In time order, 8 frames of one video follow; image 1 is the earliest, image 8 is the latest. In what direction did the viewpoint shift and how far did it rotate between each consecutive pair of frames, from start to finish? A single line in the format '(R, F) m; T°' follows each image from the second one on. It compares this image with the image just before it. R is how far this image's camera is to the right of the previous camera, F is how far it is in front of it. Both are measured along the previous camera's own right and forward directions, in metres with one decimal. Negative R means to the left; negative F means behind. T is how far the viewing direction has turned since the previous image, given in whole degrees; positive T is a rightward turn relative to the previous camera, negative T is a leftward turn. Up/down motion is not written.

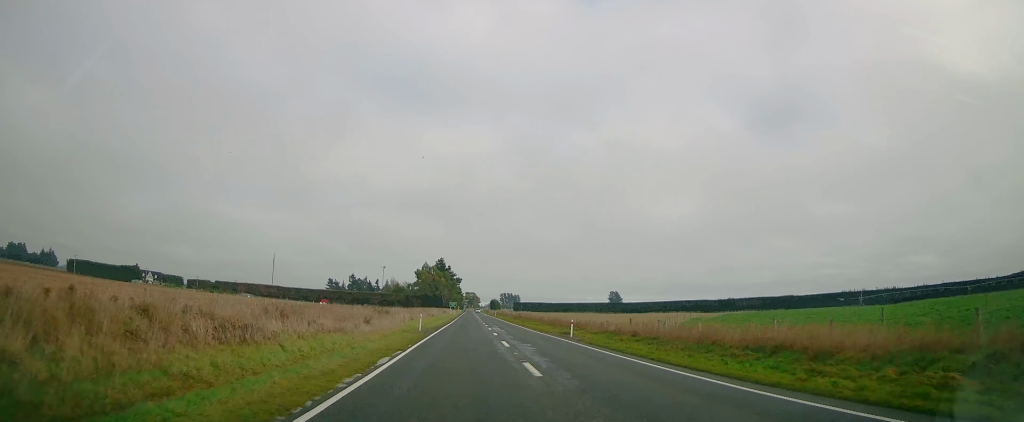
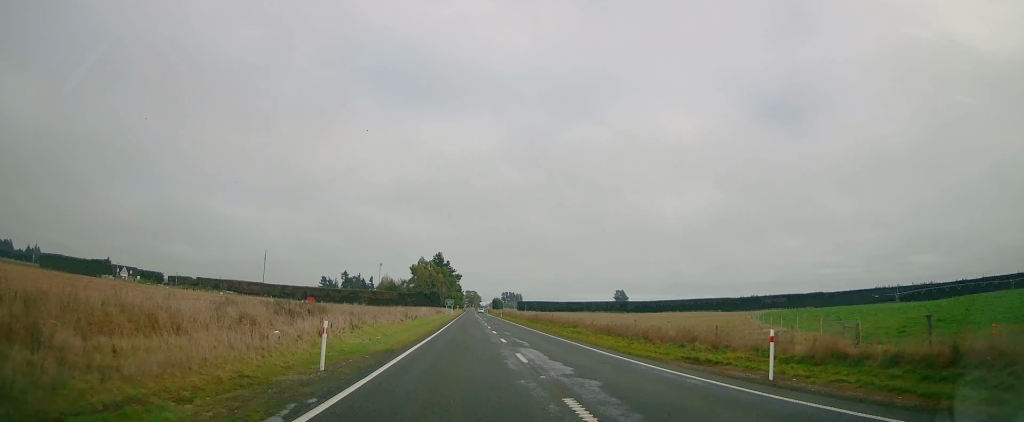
(+0.3, +26.3) m; +1°
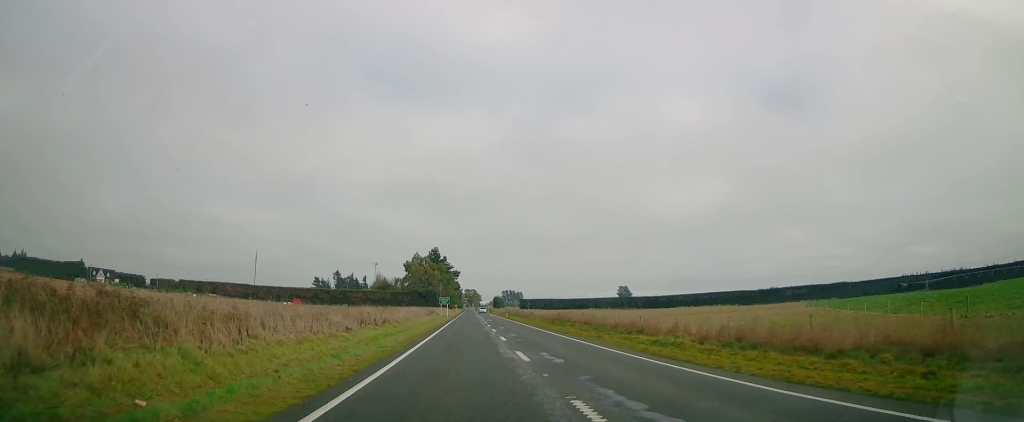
(+0.2, +20.0) m; 0°
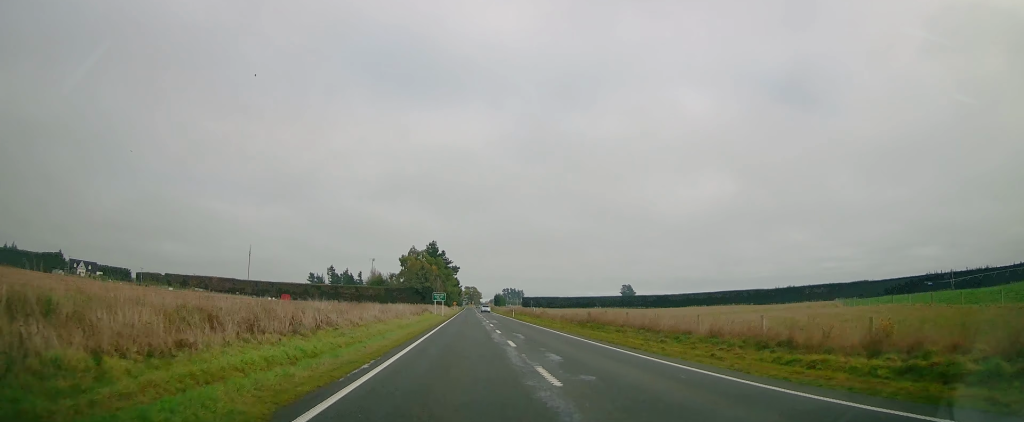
(-0.3, +15.4) m; 0°
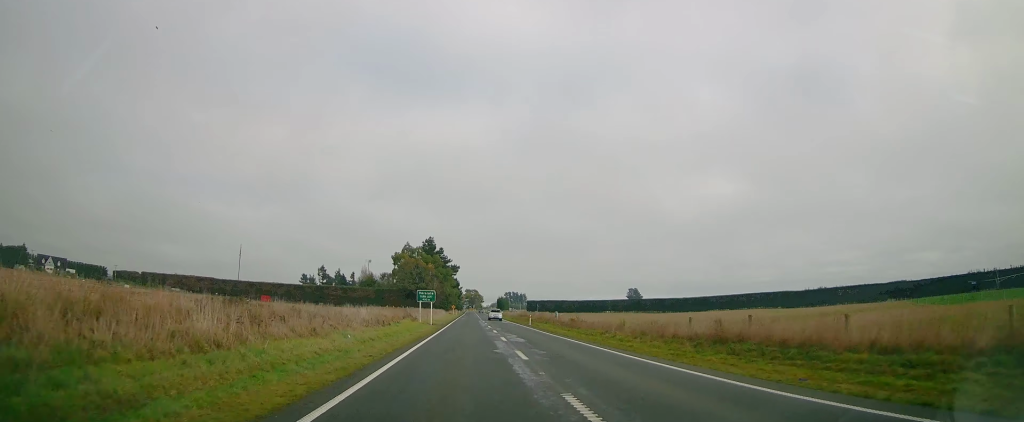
(+0.2, +23.6) m; 0°
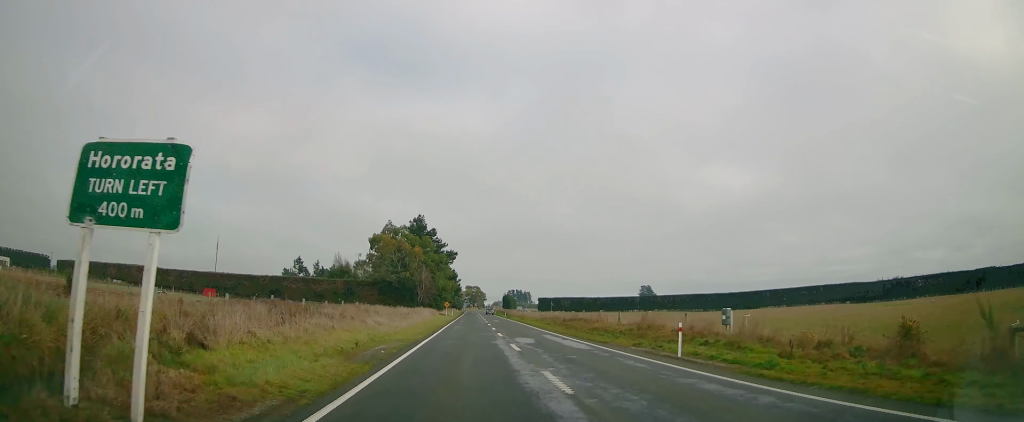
(0.0, +46.4) m; 0°
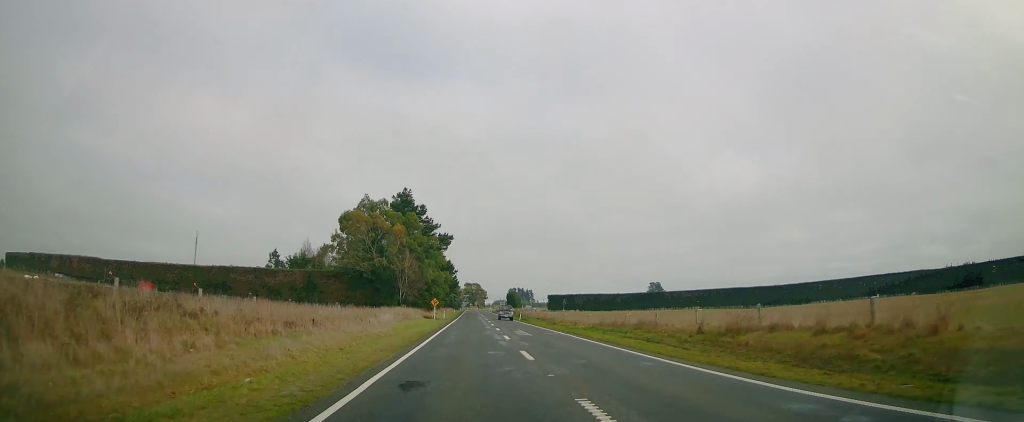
(-0.1, +33.4) m; -1°
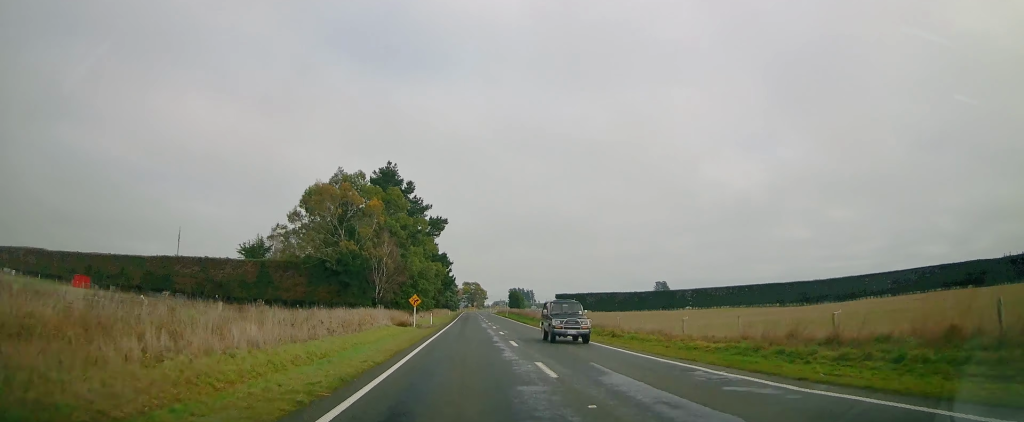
(-0.2, +23.5) m; 0°
